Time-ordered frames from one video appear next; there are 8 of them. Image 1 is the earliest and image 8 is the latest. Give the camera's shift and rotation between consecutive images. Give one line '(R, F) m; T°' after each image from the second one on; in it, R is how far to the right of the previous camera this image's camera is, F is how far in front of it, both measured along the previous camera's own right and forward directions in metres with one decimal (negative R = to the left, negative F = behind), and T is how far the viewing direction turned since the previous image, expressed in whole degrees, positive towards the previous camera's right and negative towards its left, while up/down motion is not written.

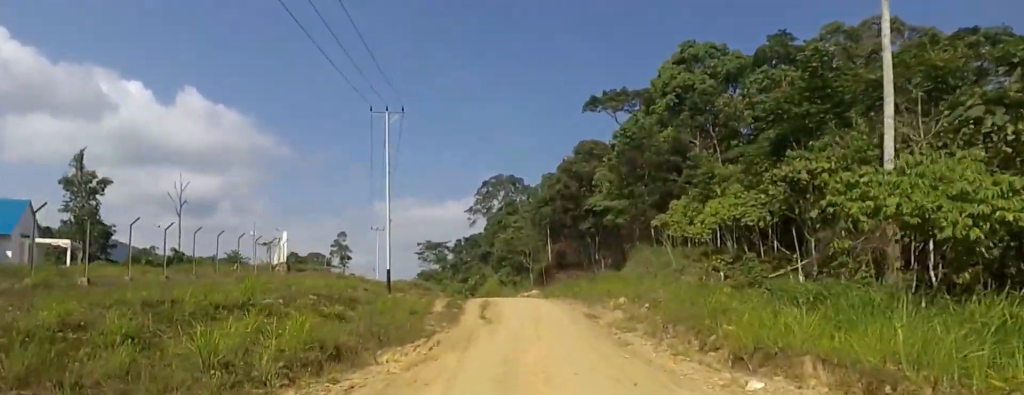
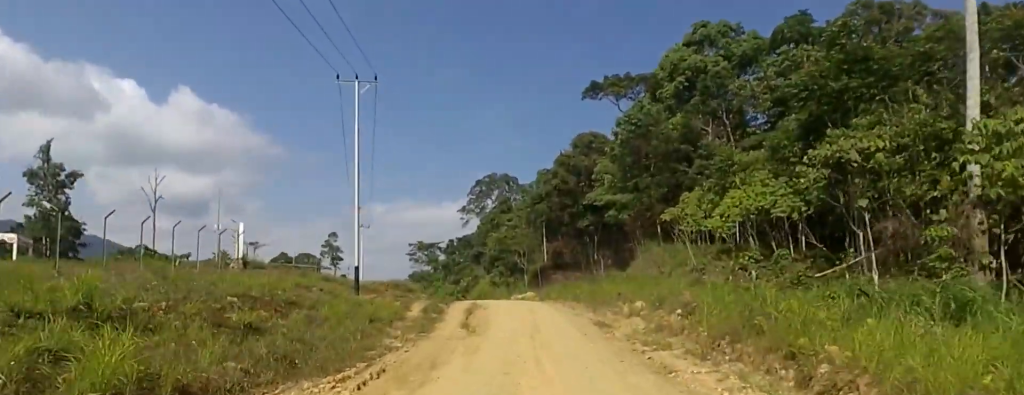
(-0.2, +5.2) m; -1°
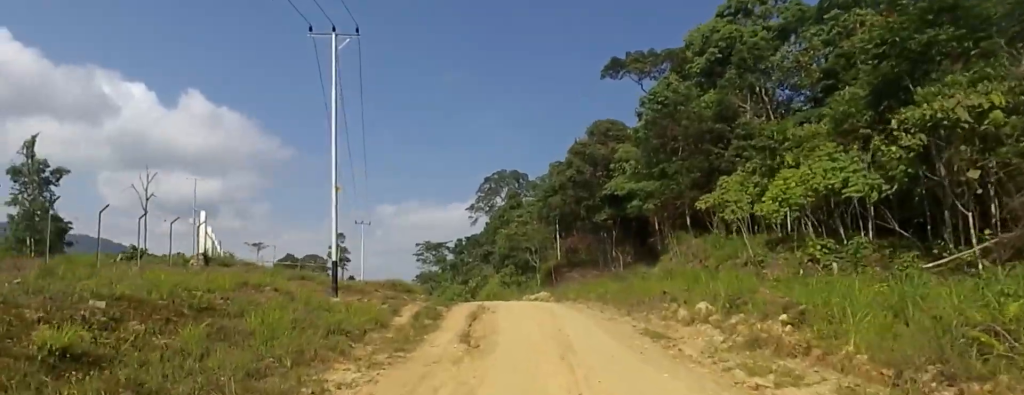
(0.0, +5.7) m; 0°
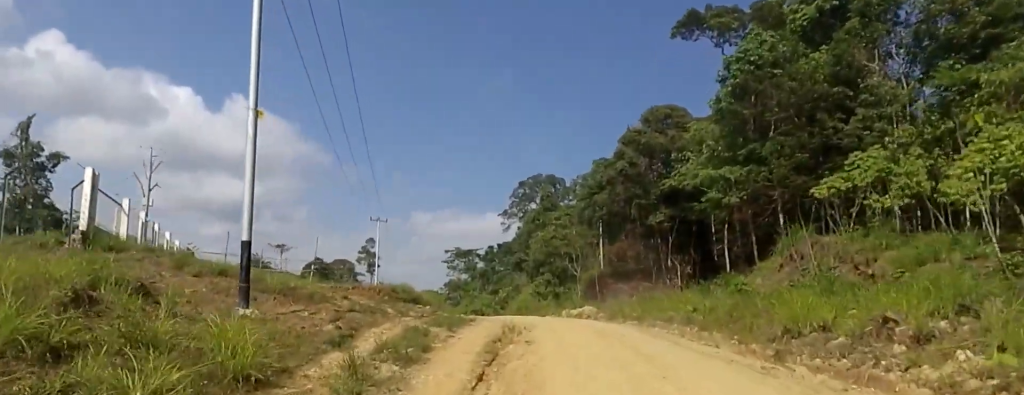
(0.0, +12.1) m; 0°
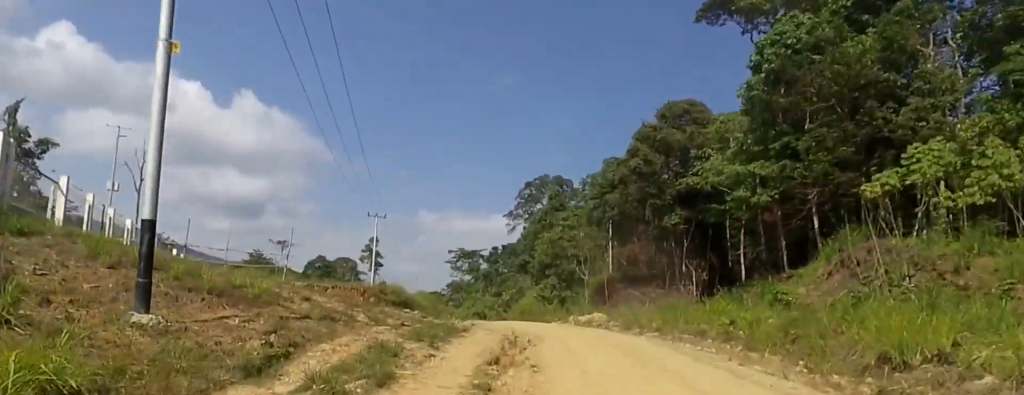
(0.0, +4.3) m; 0°
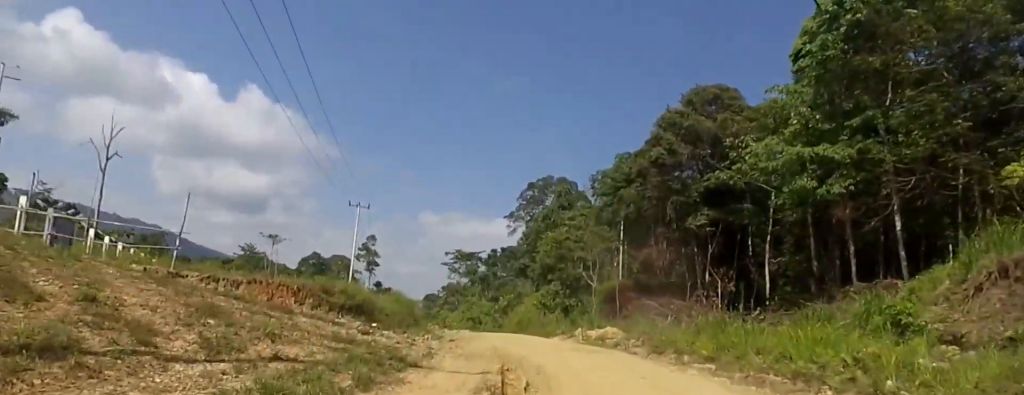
(0.0, +8.1) m; 0°
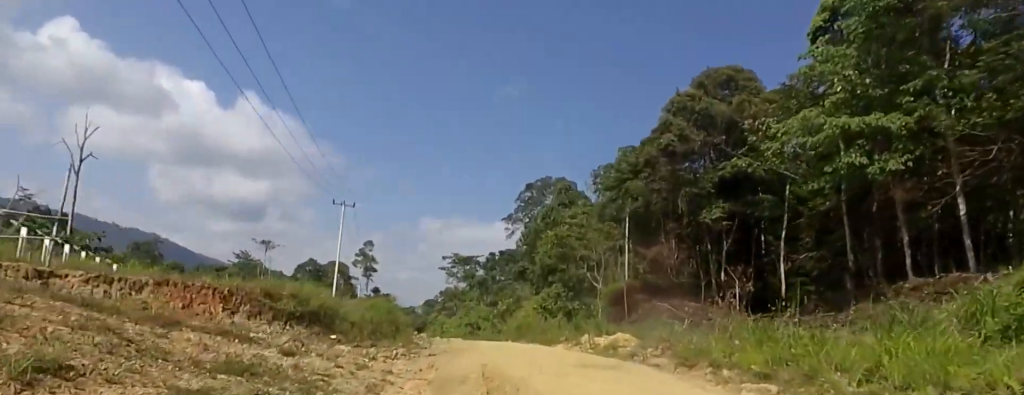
(0.0, +4.2) m; 0°
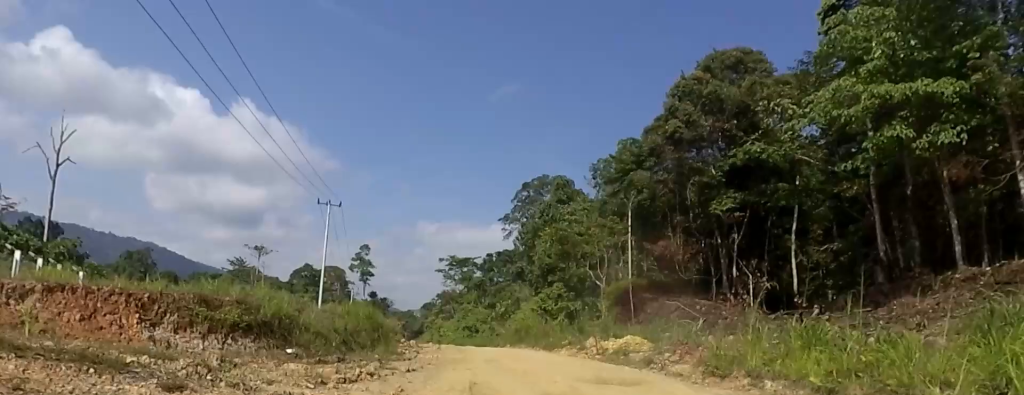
(0.0, +2.9) m; 0°
